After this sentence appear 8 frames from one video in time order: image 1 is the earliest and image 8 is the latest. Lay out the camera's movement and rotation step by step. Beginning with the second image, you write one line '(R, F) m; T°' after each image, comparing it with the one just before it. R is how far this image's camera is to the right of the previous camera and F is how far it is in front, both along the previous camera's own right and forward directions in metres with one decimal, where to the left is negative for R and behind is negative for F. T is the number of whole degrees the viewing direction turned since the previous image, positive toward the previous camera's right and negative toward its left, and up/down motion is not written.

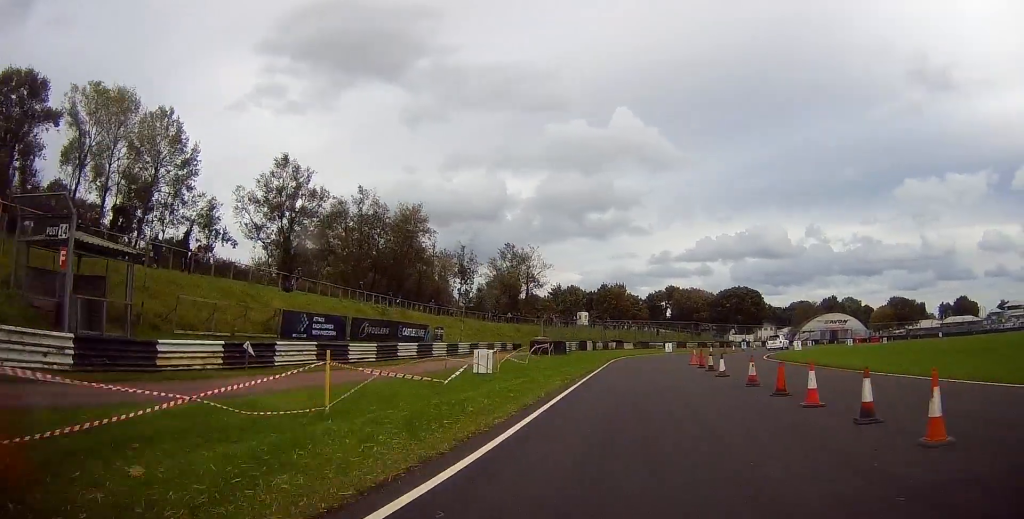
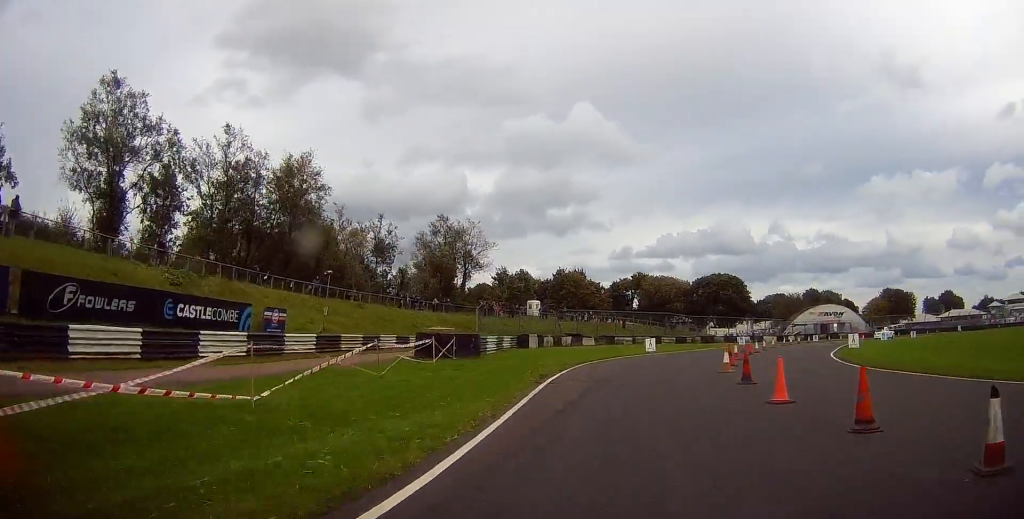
(+0.6, +20.5) m; +5°
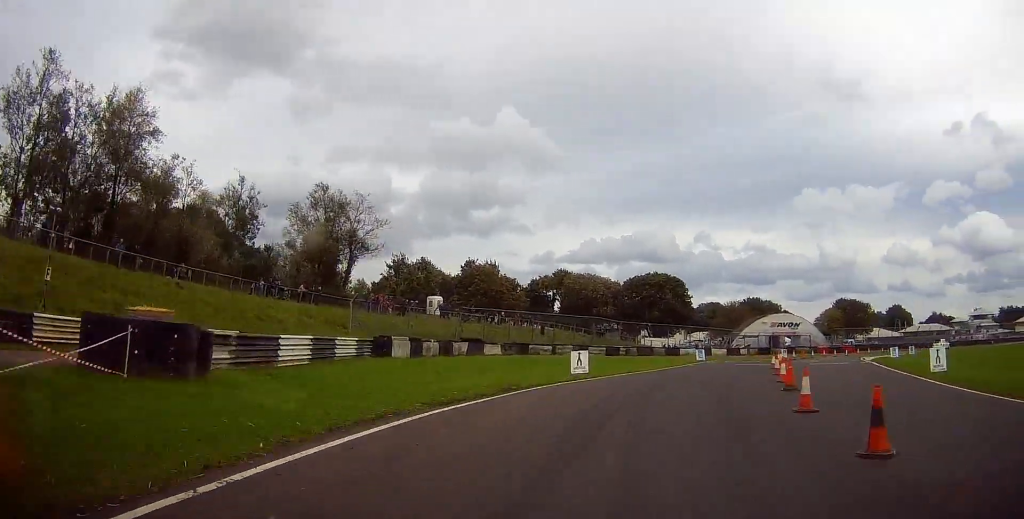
(+0.7, +16.6) m; +7°
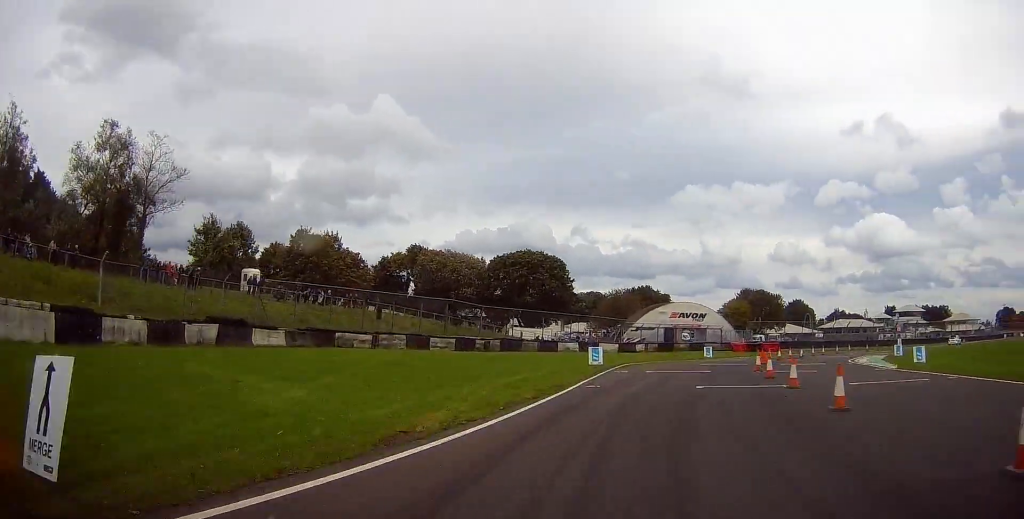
(+1.7, +19.0) m; +10°
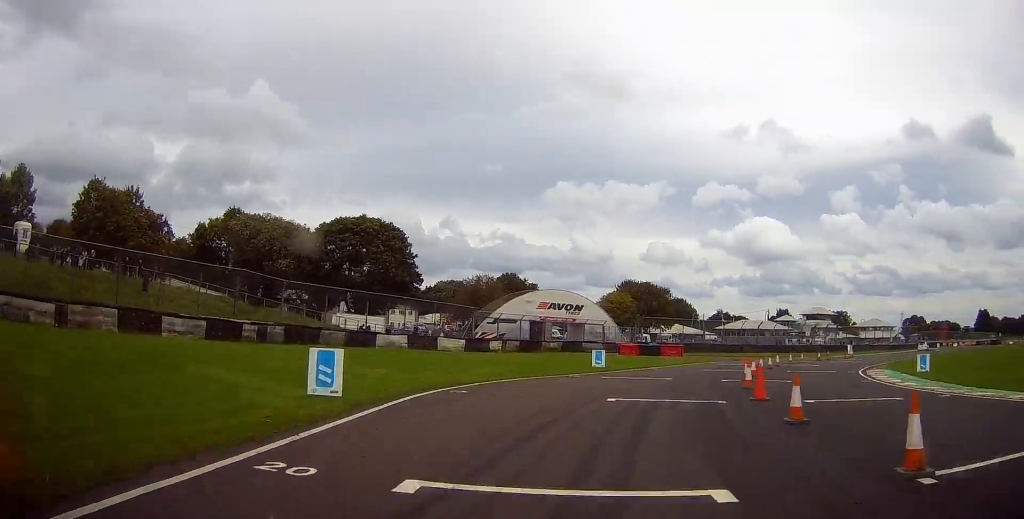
(+1.6, +18.6) m; +11°
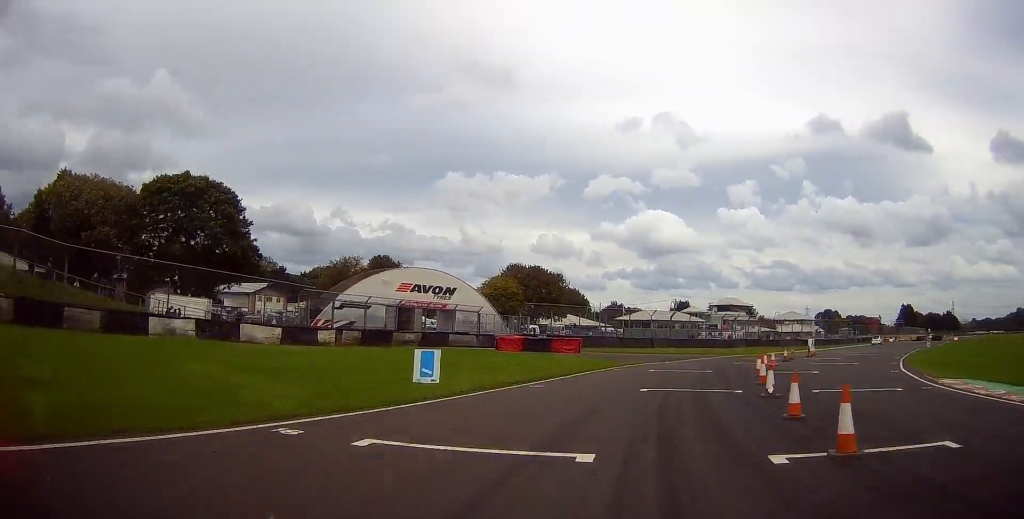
(+1.1, +14.8) m; +9°
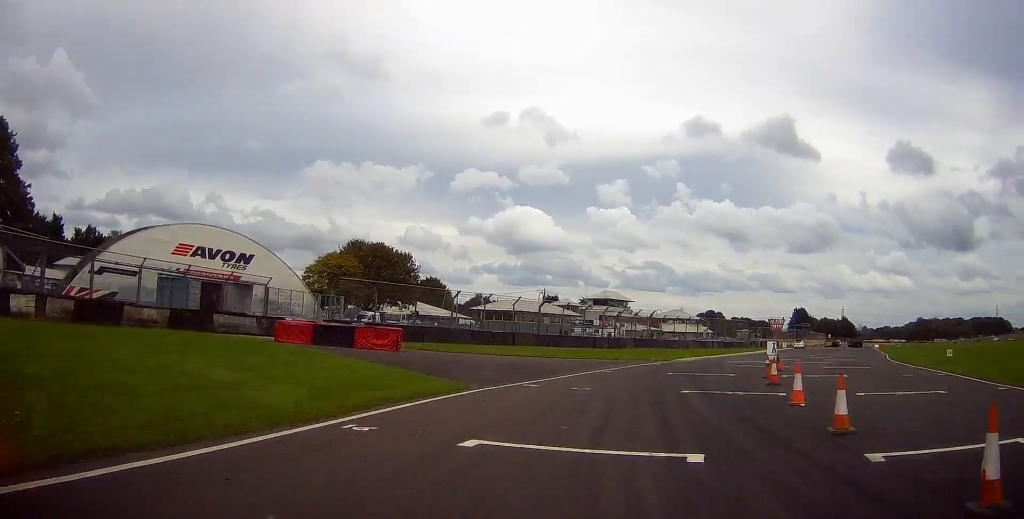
(+1.0, +16.9) m; +10°
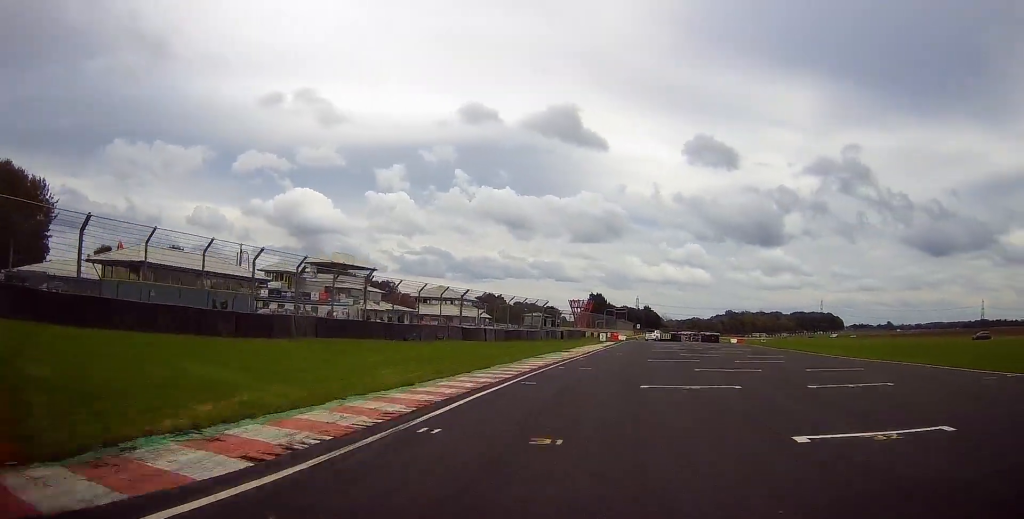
(+7.5, +37.3) m; +17°
